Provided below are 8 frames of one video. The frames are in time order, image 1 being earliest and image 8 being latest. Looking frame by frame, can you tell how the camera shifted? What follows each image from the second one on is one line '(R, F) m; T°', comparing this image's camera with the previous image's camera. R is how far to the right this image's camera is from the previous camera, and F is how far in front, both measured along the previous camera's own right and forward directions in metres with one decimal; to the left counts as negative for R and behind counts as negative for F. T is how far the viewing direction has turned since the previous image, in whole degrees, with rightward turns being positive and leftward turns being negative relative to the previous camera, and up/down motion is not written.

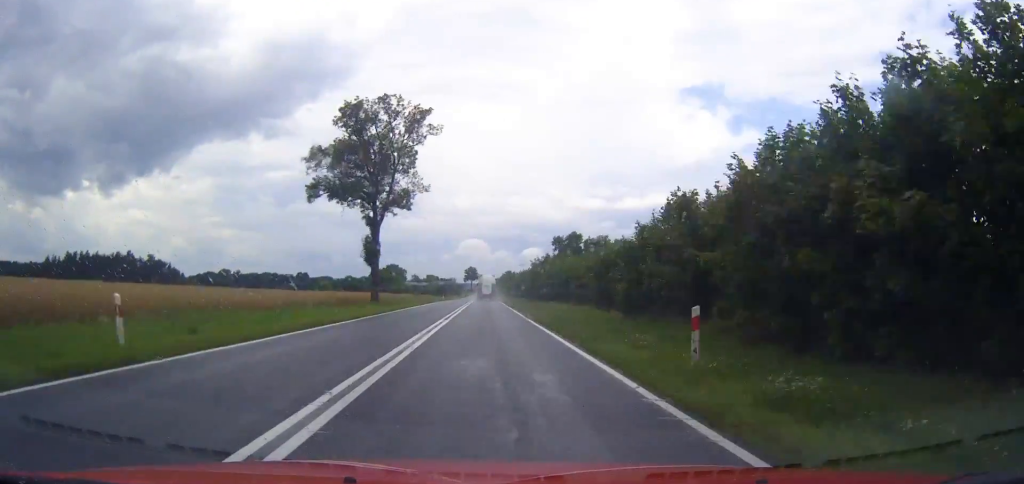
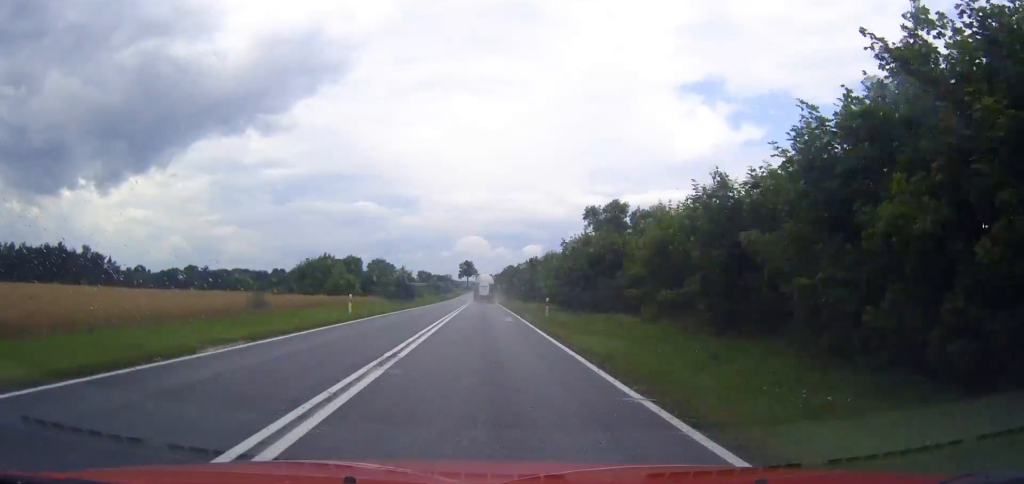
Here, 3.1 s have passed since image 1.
(+0.1, +75.9) m; 0°
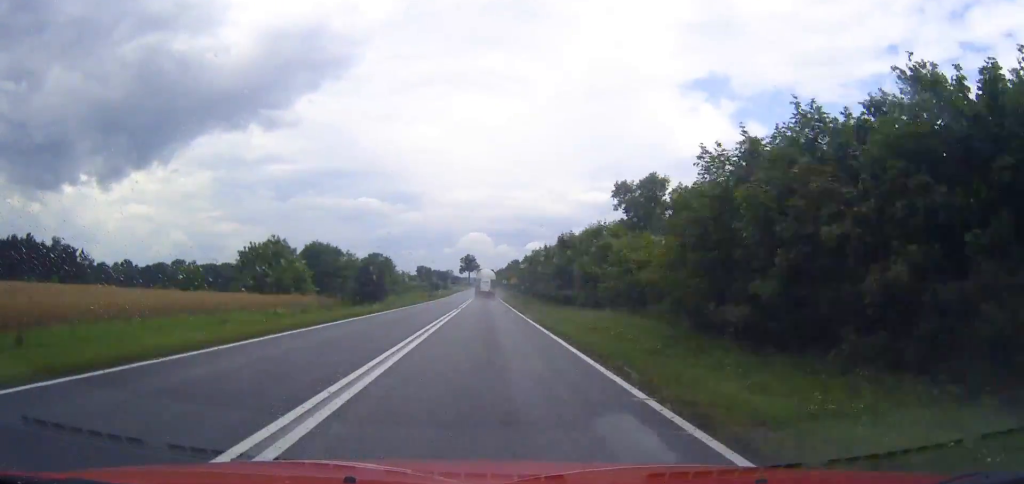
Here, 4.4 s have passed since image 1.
(-0.1, +31.9) m; 0°
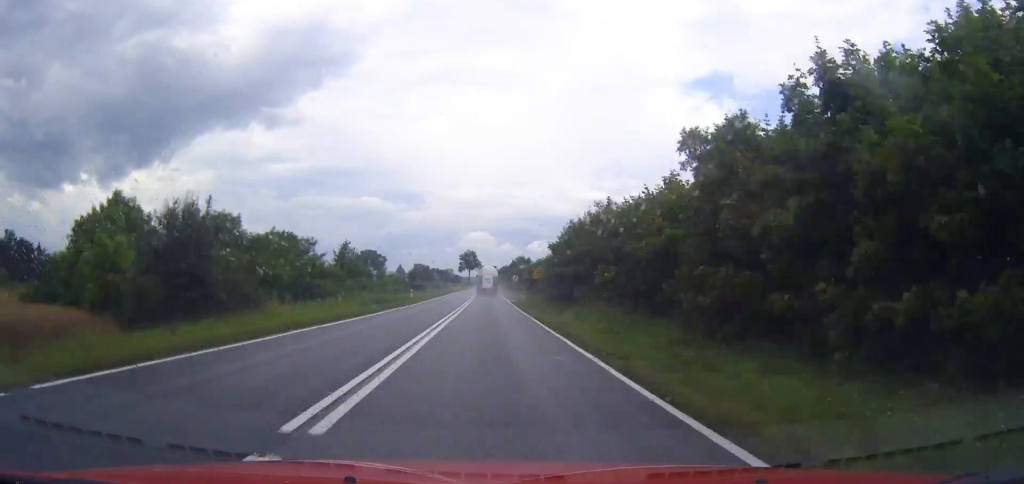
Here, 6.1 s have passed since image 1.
(0.0, +41.7) m; 0°
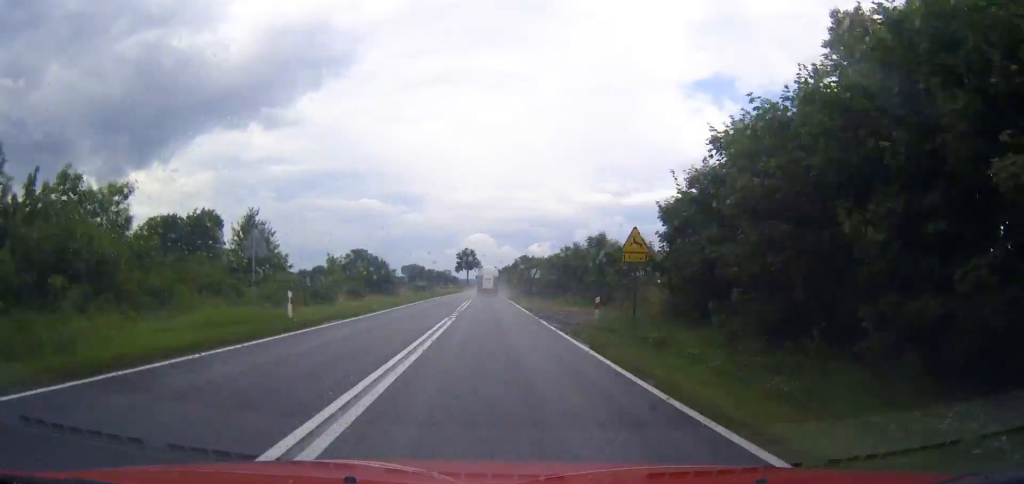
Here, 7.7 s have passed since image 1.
(0.0, +39.3) m; 0°
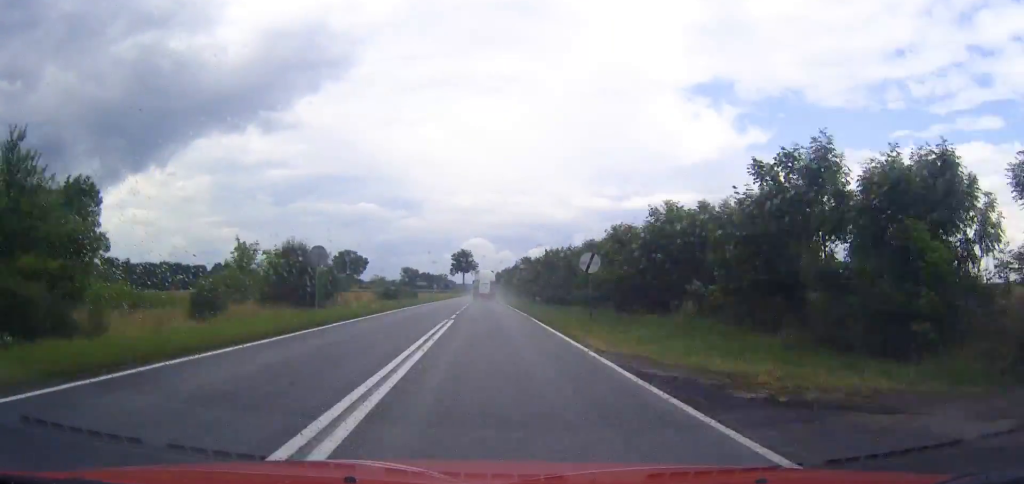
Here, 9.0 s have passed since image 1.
(0.0, +32.0) m; 0°
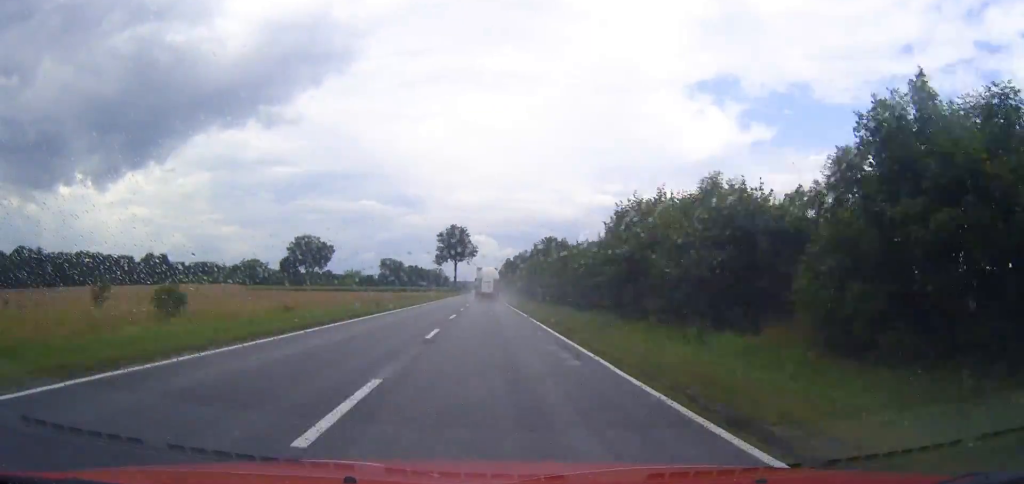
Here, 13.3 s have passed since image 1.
(-0.1, +105.4) m; 0°
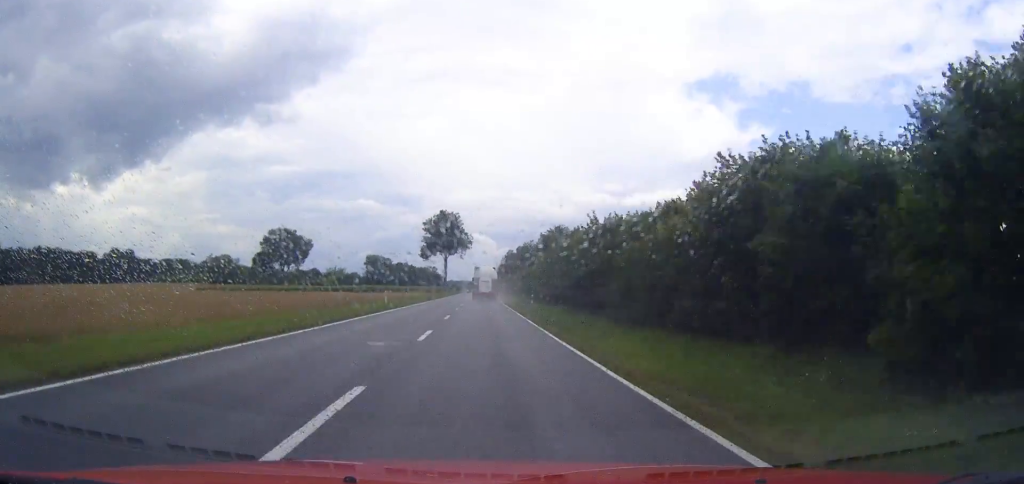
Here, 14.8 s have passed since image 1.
(0.0, +36.6) m; 0°
